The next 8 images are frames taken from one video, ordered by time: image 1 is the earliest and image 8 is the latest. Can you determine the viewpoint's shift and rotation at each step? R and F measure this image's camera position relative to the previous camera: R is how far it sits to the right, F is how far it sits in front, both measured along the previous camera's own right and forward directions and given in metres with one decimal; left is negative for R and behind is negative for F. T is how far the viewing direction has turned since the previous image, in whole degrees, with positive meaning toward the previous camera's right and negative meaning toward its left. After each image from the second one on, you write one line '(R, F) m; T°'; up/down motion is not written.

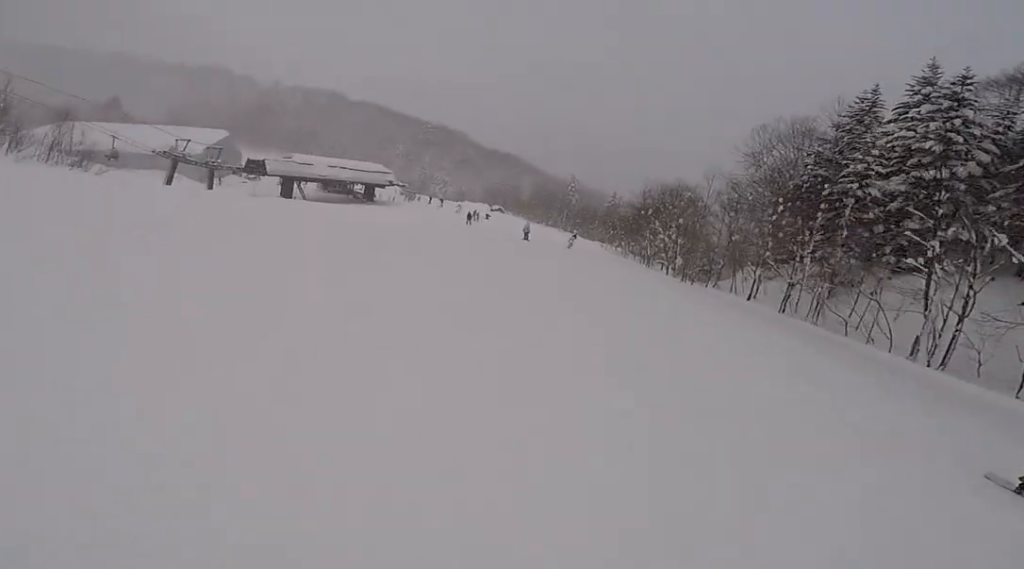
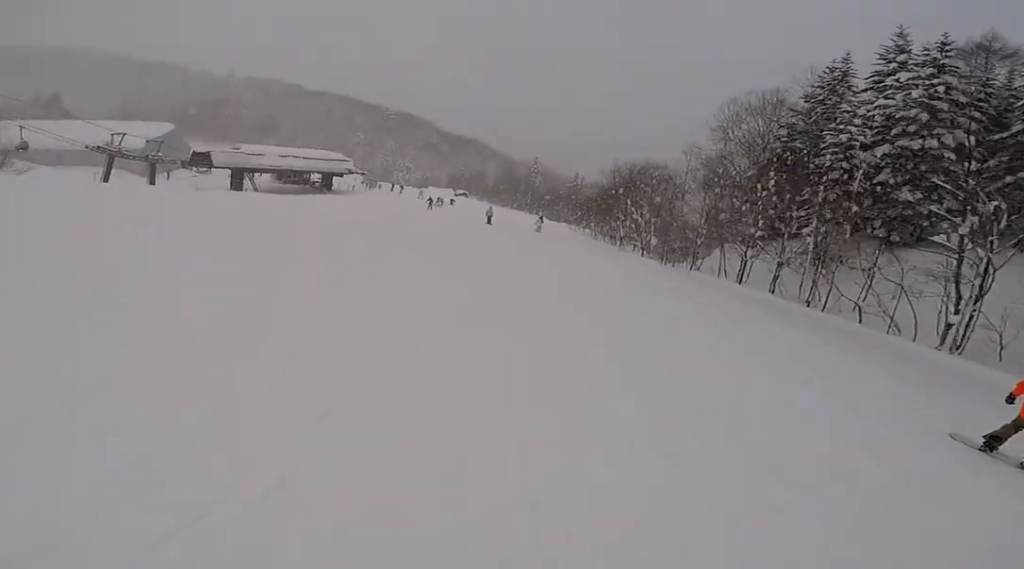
(0.0, +2.8) m; 0°
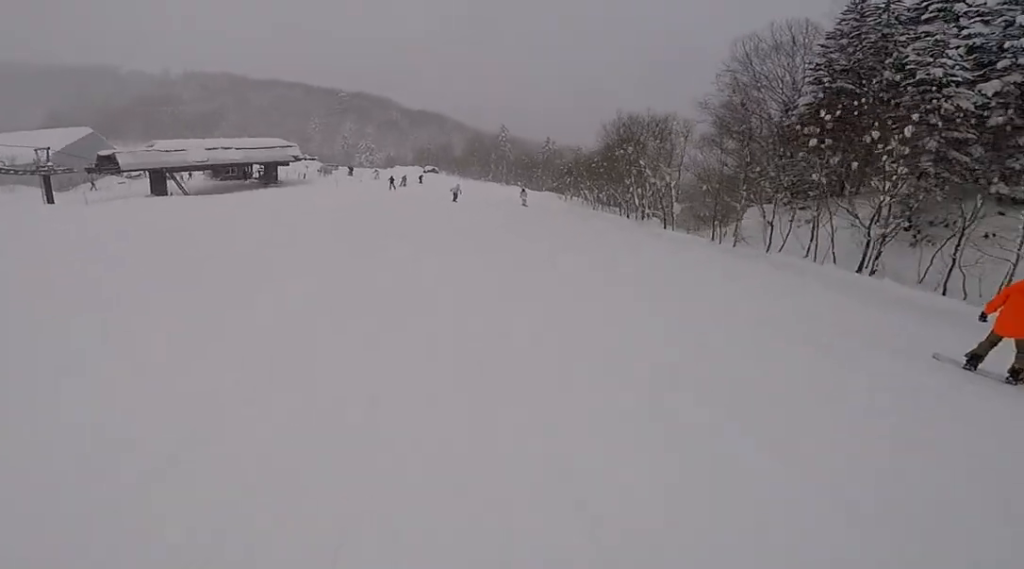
(0.0, +8.1) m; 0°
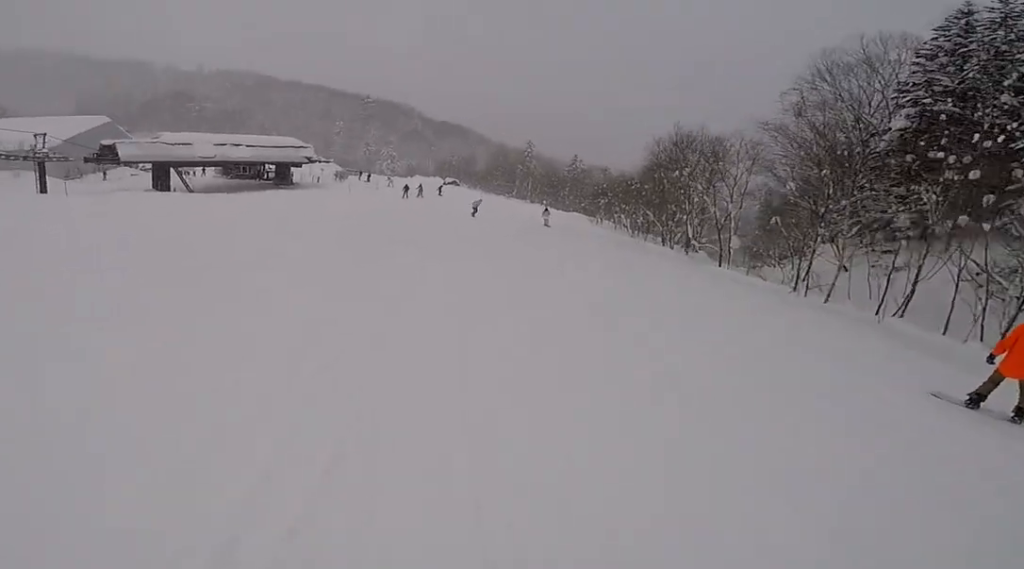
(0.0, +4.0) m; 0°
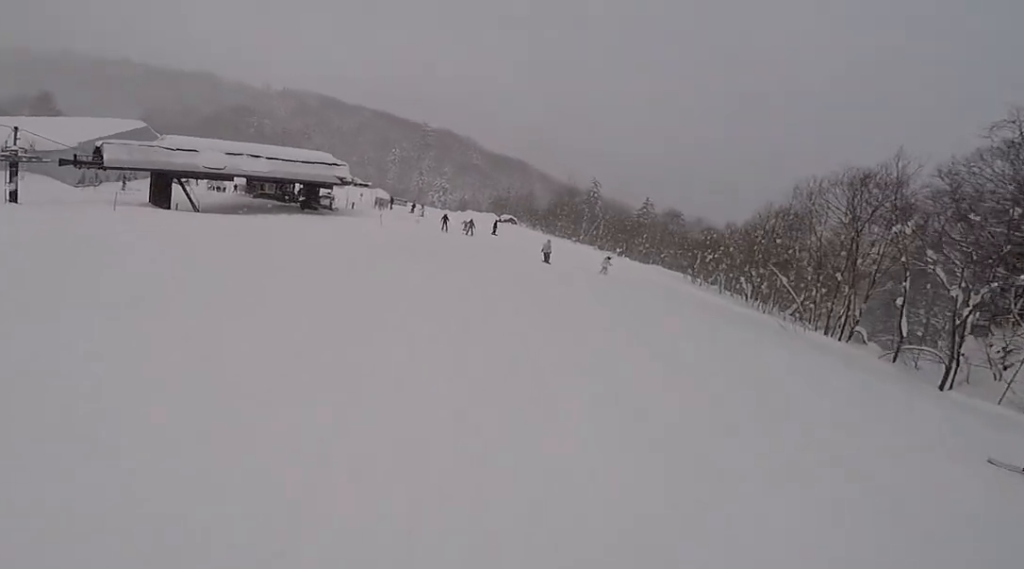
(0.0, +9.9) m; 0°
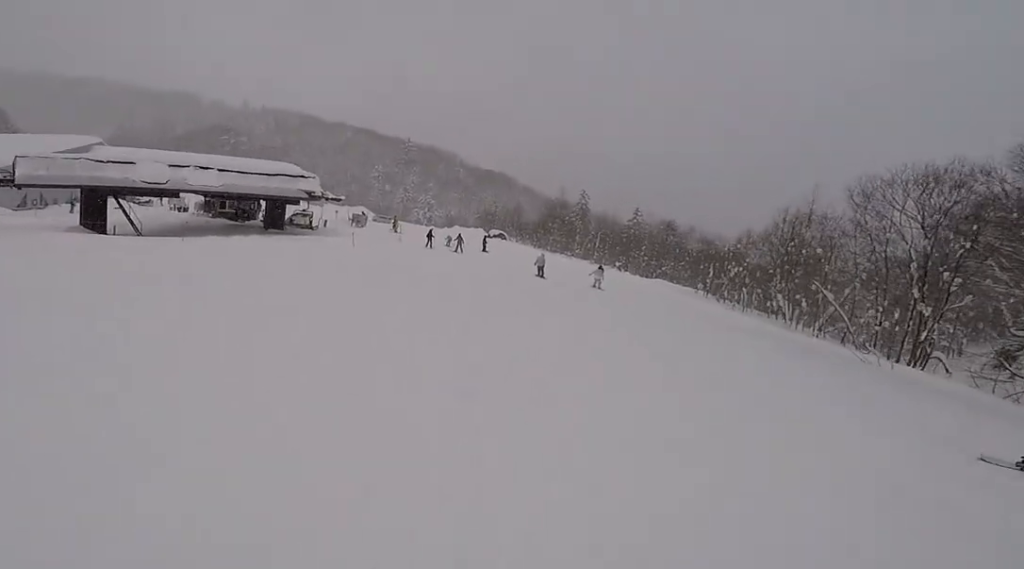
(0.0, +5.4) m; 0°
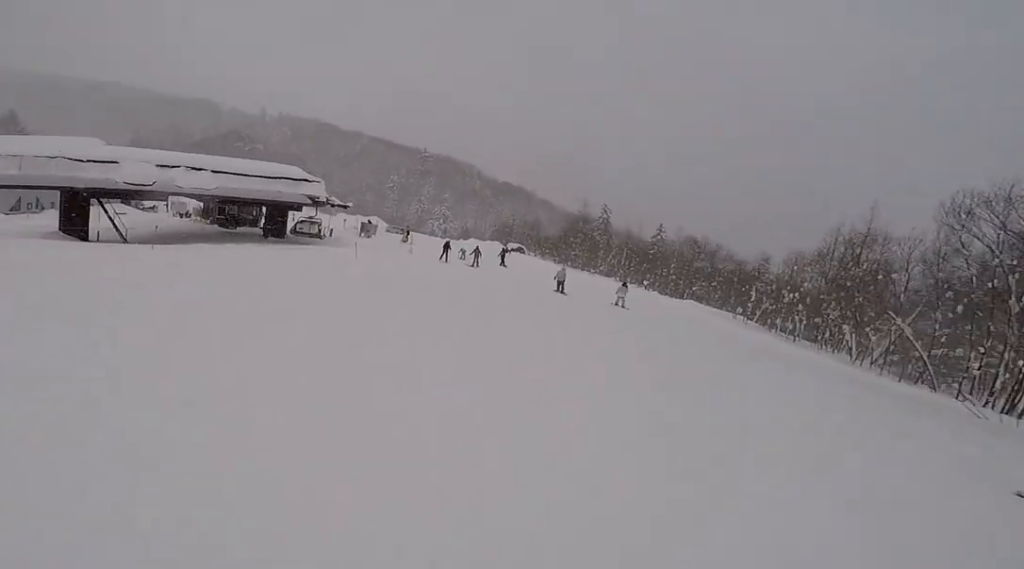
(0.0, +3.5) m; 0°
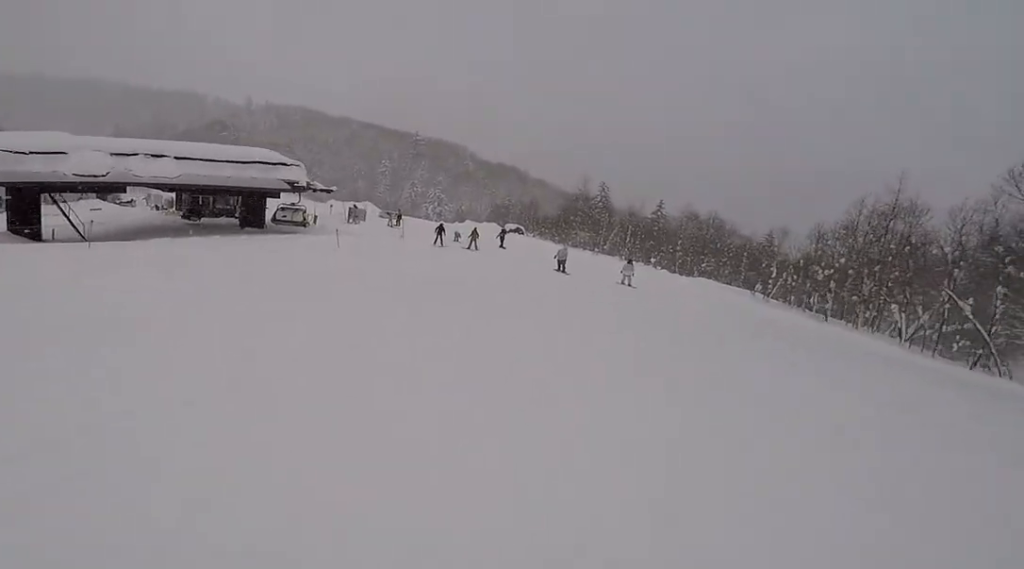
(0.0, +3.0) m; 0°
